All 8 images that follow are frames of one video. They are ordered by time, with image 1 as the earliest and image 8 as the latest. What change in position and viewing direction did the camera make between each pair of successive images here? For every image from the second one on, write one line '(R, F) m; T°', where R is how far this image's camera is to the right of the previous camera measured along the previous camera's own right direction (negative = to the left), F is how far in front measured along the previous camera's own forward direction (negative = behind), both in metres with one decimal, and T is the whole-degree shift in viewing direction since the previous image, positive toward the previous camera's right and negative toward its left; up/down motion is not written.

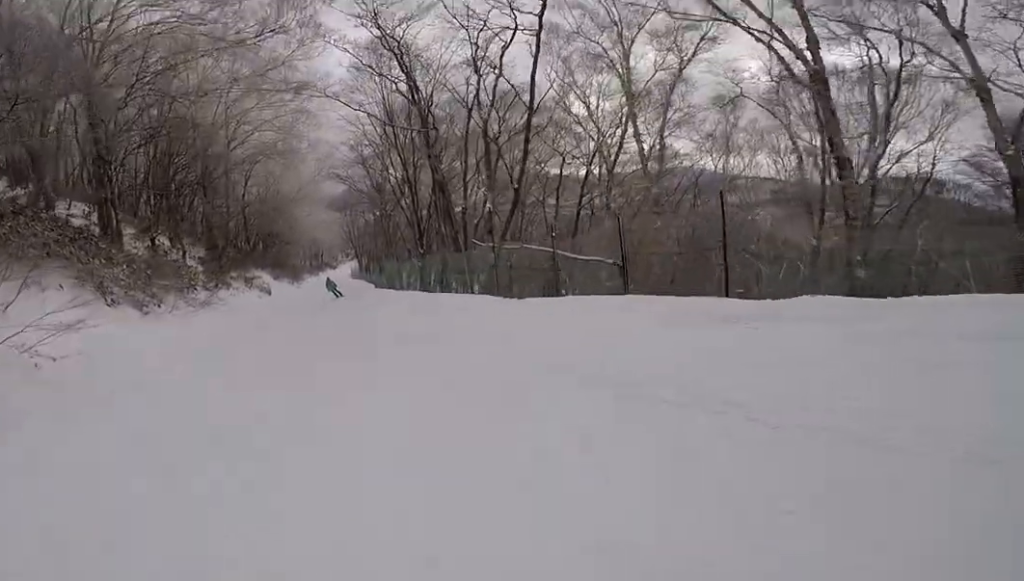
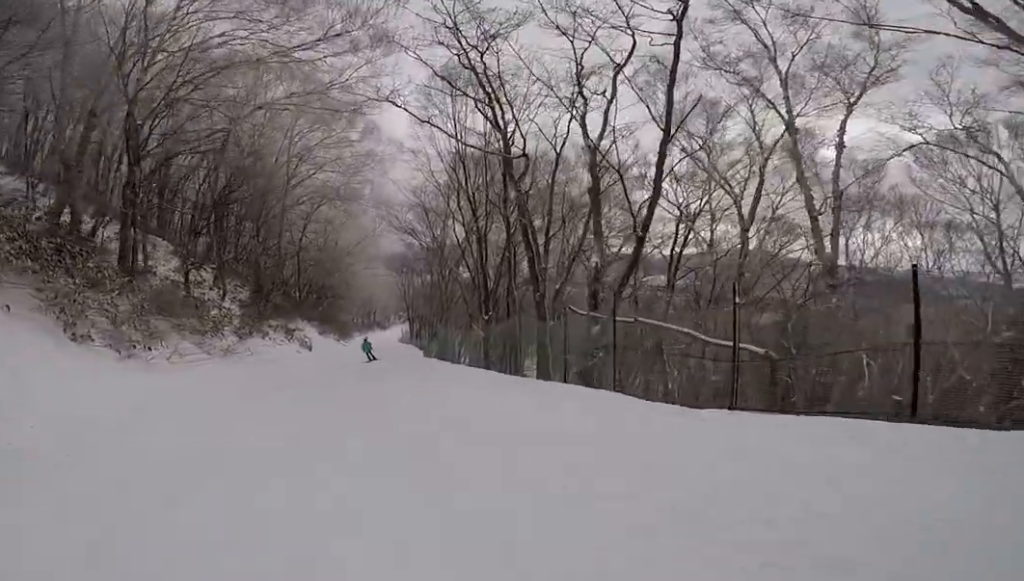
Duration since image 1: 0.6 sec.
(+0.2, +4.8) m; +1°
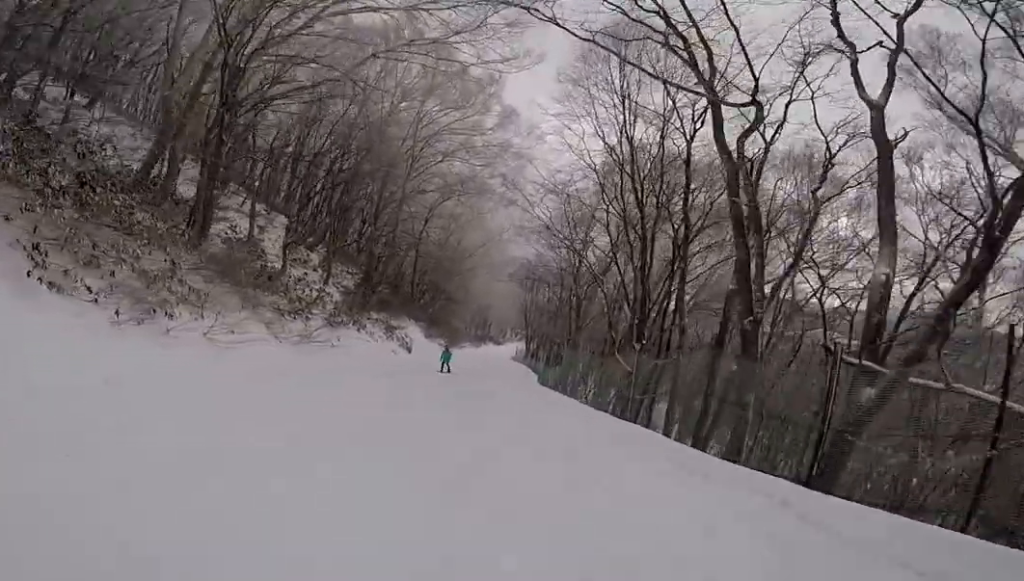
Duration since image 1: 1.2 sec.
(+0.4, +4.7) m; -4°
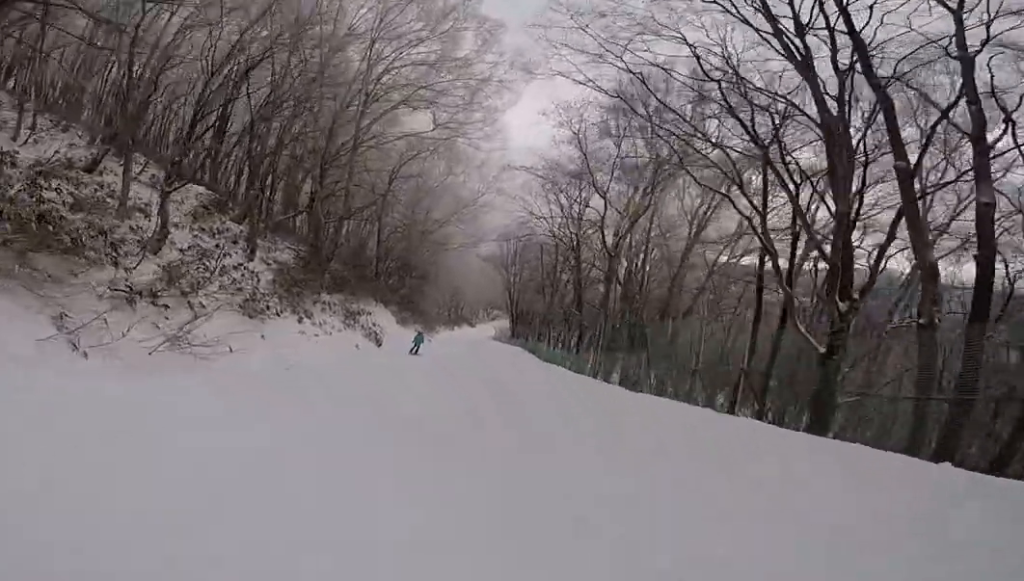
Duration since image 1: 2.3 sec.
(-1.3, +9.0) m; -1°
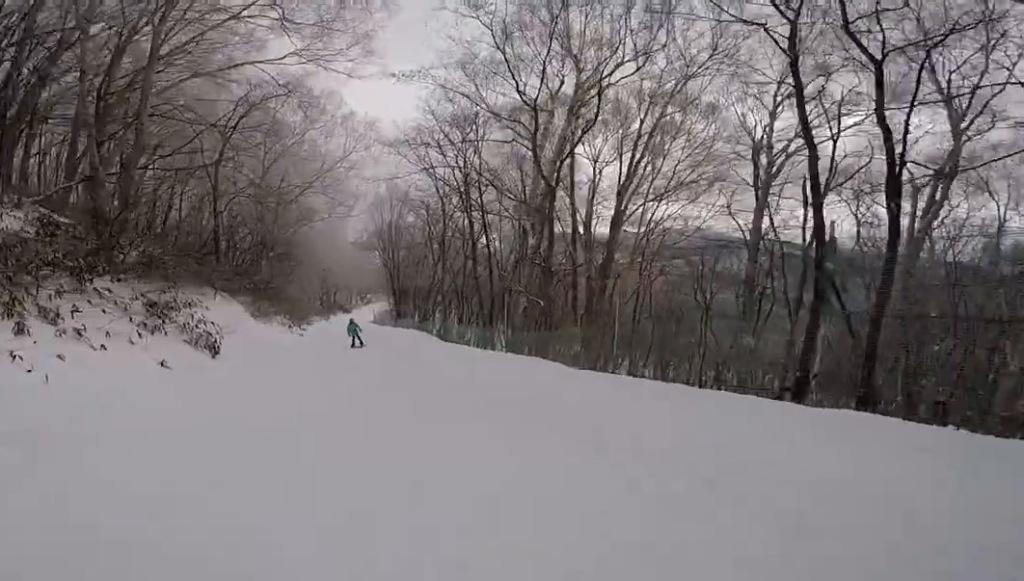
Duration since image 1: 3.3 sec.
(+1.4, +8.3) m; +8°
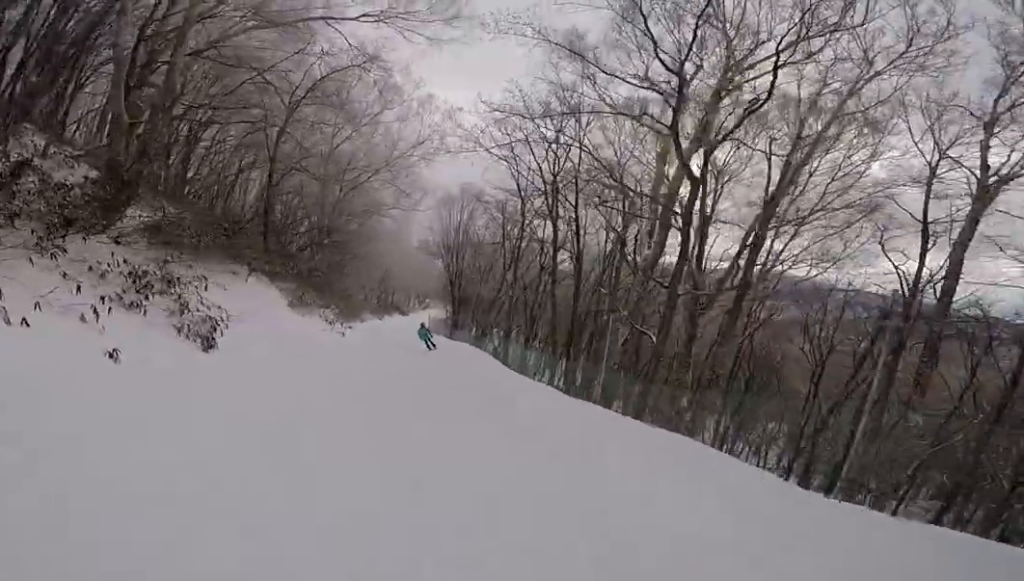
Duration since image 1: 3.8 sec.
(-0.2, +4.1) m; 0°
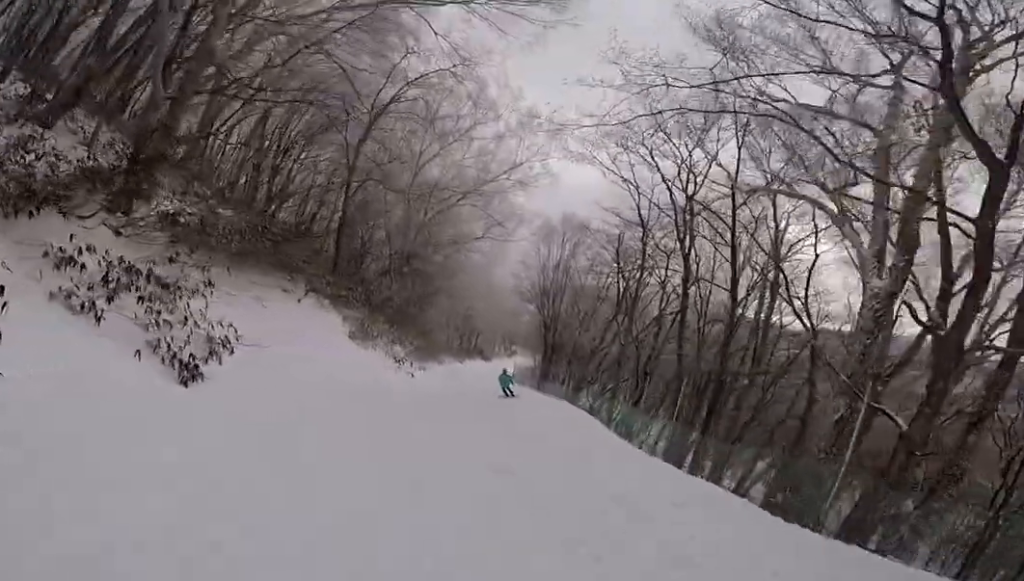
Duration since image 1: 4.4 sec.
(-0.2, +4.3) m; +1°
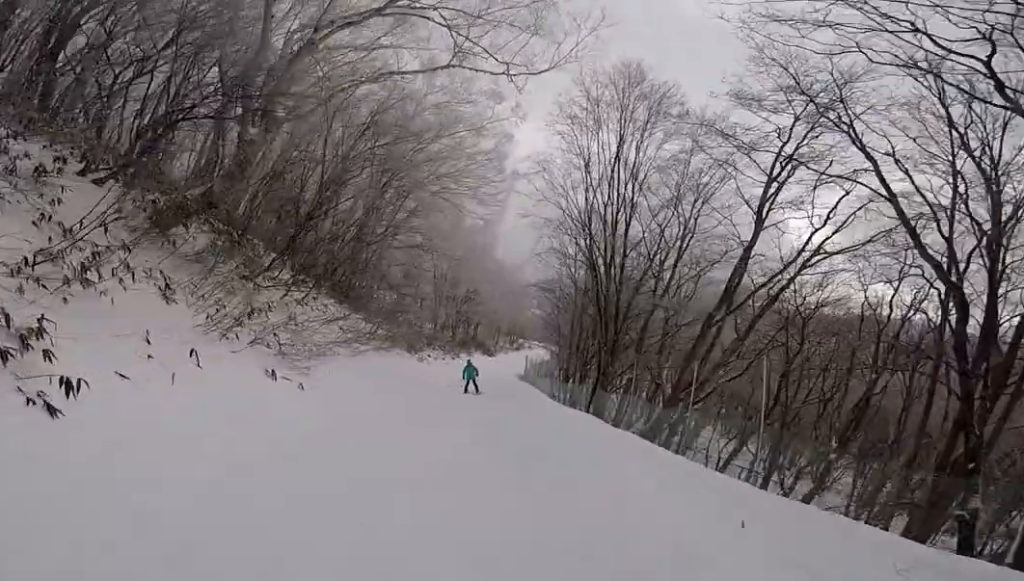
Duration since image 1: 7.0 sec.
(+0.4, +20.8) m; -2°
